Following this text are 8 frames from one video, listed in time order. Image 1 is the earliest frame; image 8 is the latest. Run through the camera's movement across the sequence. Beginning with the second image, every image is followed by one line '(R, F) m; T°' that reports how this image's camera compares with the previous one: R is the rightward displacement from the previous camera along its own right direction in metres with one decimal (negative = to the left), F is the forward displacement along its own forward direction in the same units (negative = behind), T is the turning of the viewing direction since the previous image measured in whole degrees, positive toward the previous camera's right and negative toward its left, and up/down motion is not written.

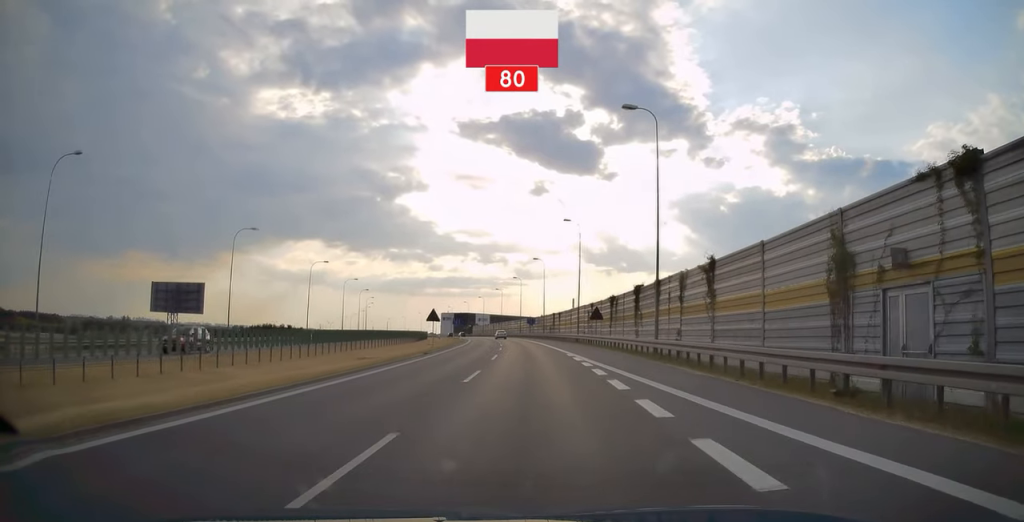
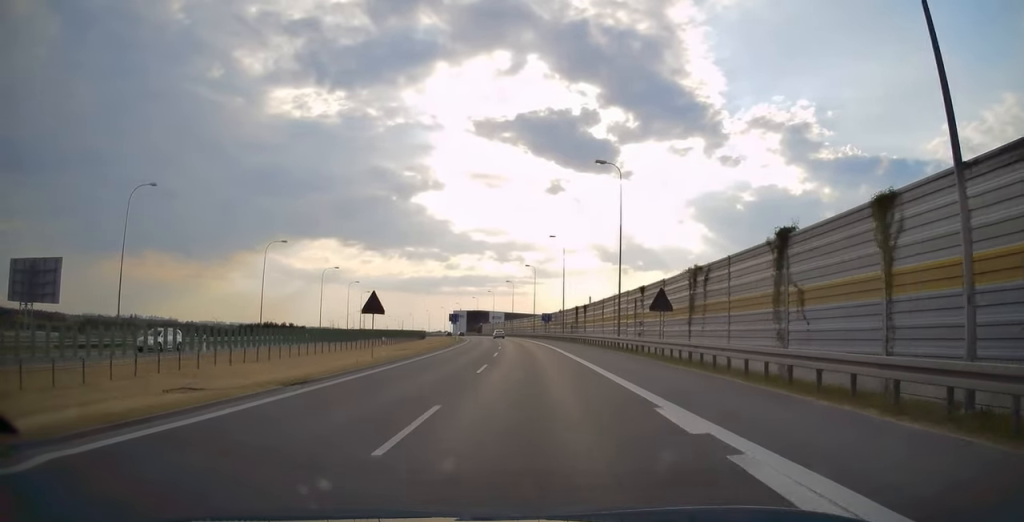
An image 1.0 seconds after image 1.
(-0.7, +21.0) m; -2°
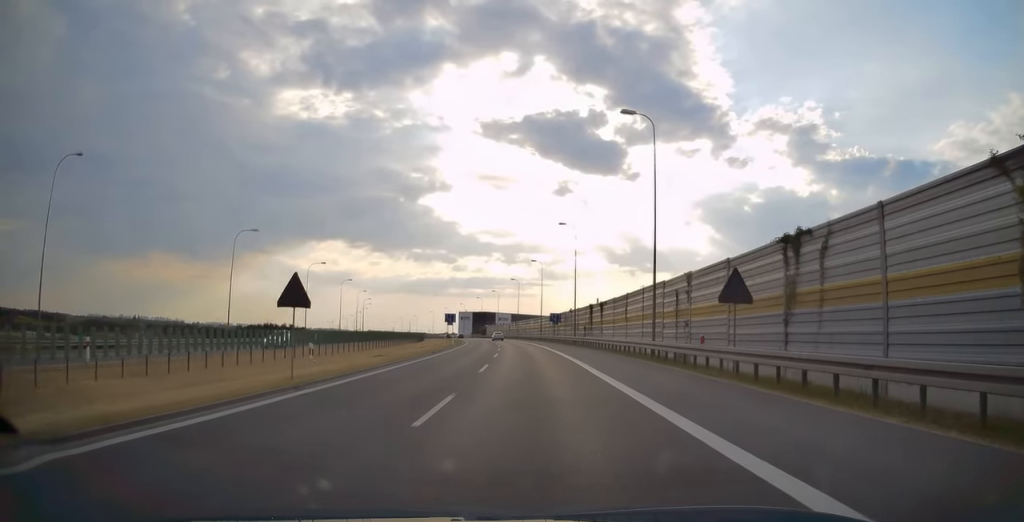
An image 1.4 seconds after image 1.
(0.0, +9.8) m; -1°
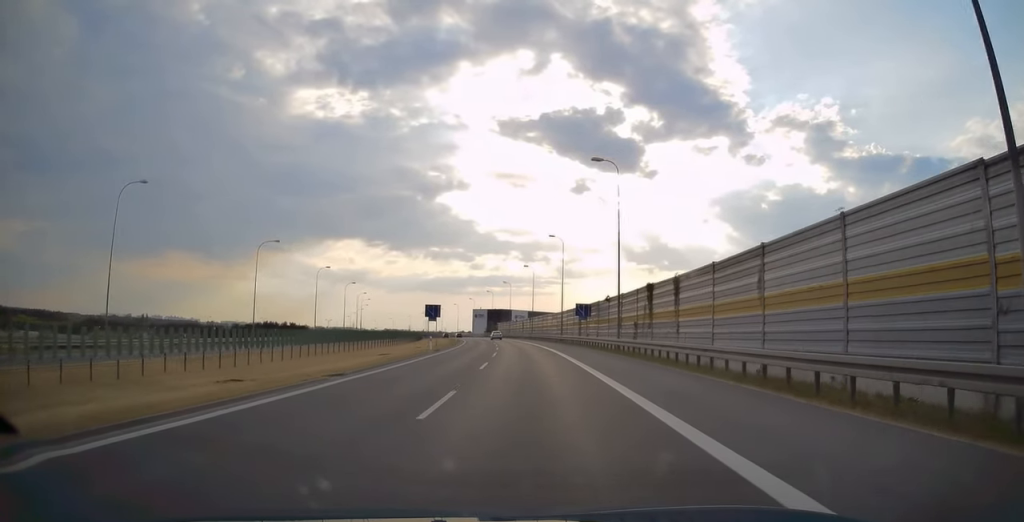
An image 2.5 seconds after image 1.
(-0.3, +22.8) m; -2°
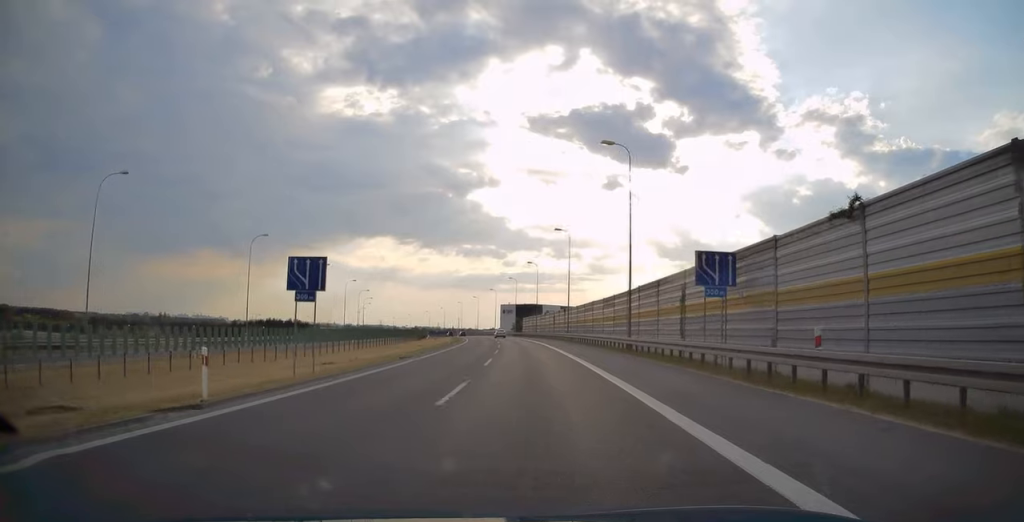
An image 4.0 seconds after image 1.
(-0.9, +34.0) m; -2°
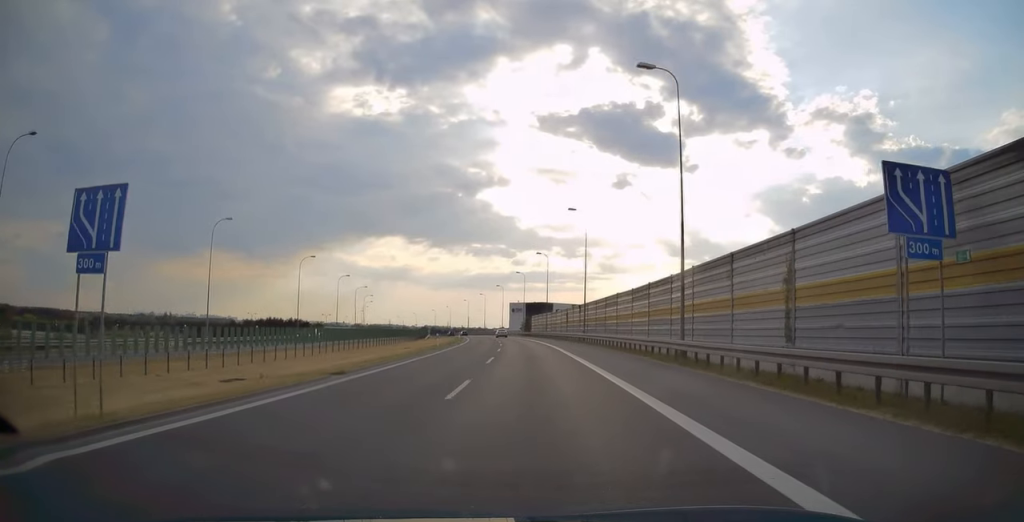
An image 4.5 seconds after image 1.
(0.0, +10.9) m; -1°
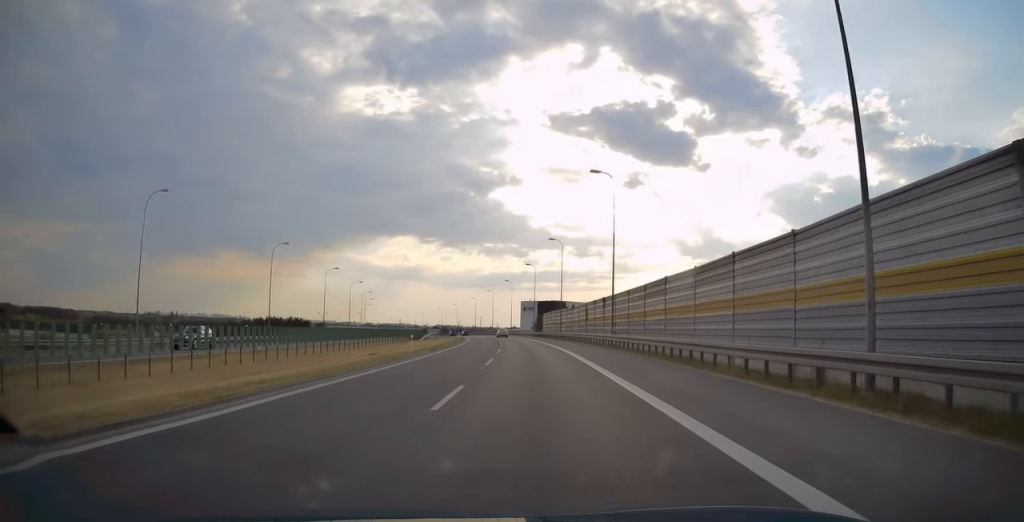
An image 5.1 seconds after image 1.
(0.0, +13.4) m; -1°
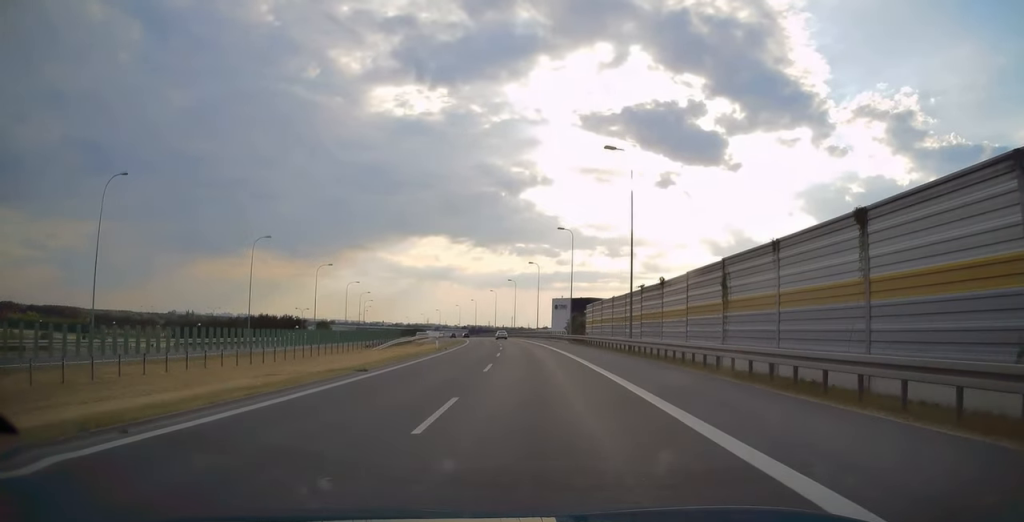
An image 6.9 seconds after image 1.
(-1.3, +37.7) m; -4°
